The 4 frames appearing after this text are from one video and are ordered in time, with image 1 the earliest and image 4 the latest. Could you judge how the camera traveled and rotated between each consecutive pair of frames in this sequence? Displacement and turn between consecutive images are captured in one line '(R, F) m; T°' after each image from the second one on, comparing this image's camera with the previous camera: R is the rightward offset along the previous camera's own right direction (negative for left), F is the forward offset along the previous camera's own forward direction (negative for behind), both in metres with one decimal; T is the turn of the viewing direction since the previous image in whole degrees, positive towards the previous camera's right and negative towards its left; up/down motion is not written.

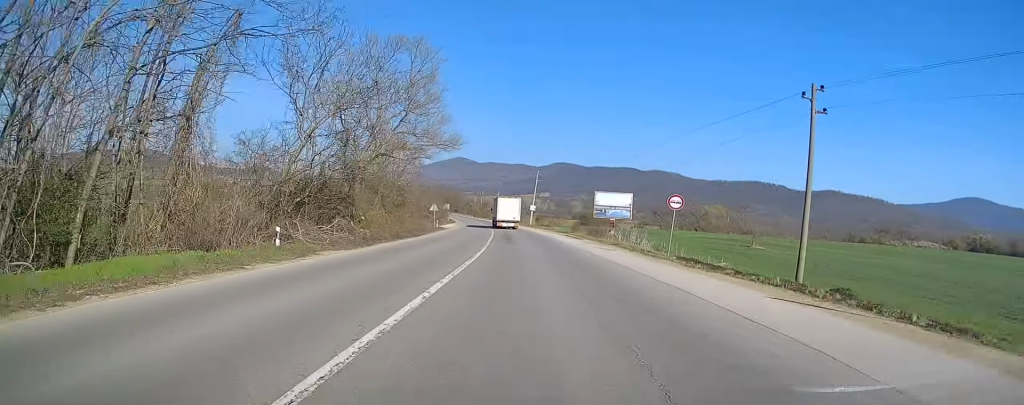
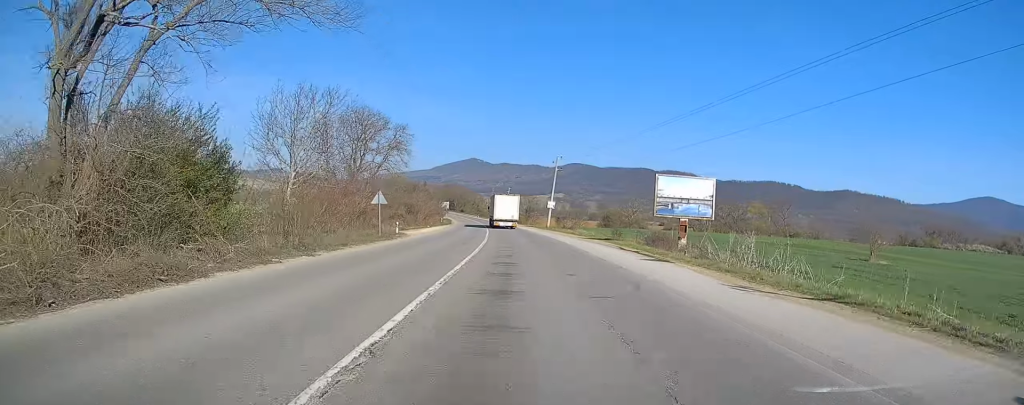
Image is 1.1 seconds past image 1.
(-0.1, +27.3) m; -2°
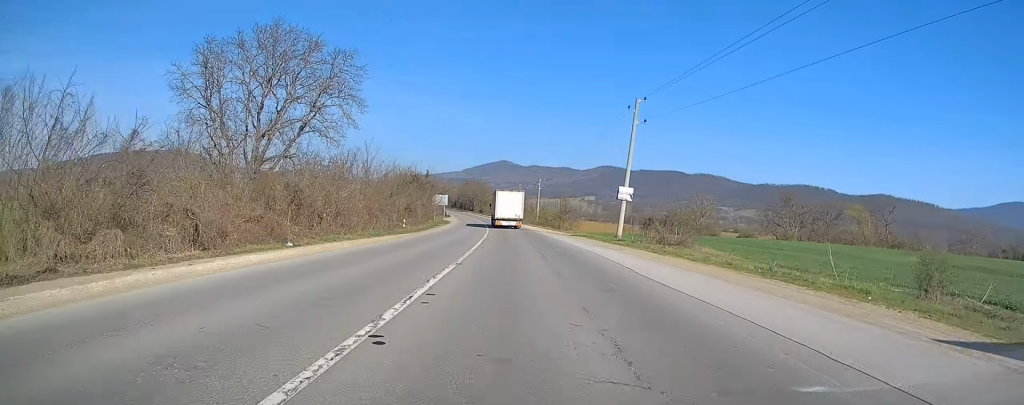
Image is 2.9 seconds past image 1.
(-1.6, +45.6) m; -3°
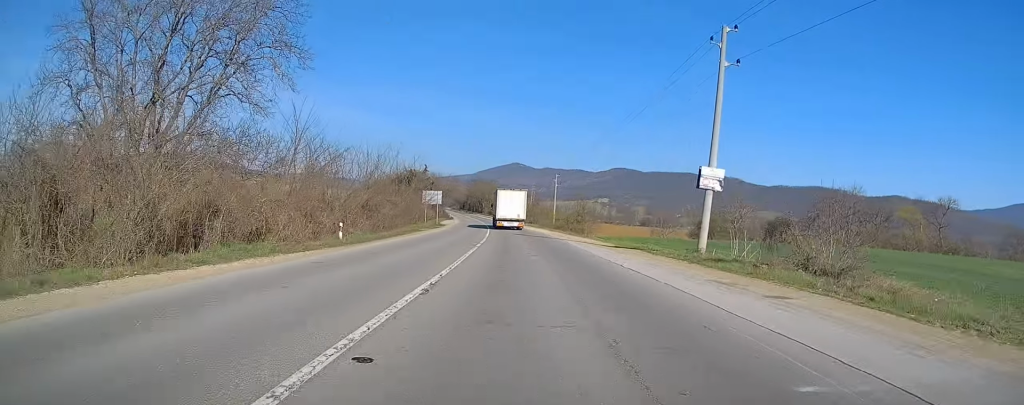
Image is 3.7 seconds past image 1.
(0.0, +18.3) m; 0°
